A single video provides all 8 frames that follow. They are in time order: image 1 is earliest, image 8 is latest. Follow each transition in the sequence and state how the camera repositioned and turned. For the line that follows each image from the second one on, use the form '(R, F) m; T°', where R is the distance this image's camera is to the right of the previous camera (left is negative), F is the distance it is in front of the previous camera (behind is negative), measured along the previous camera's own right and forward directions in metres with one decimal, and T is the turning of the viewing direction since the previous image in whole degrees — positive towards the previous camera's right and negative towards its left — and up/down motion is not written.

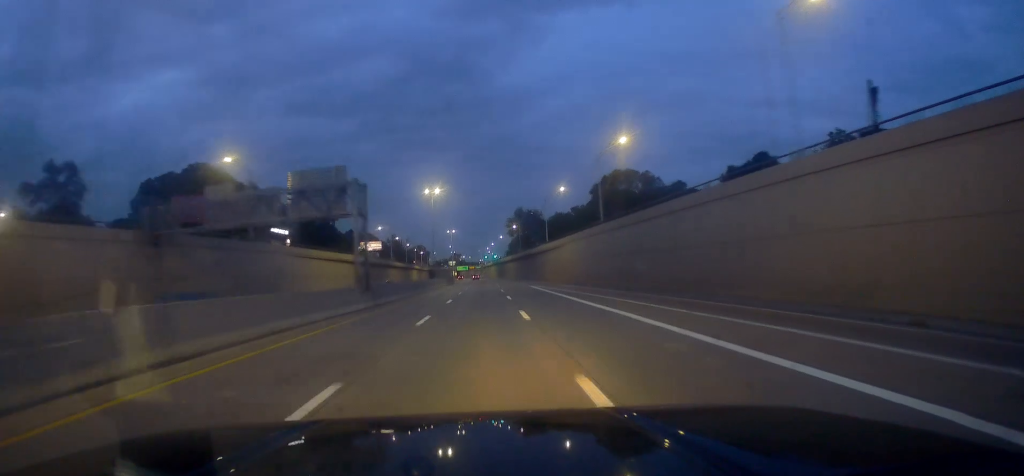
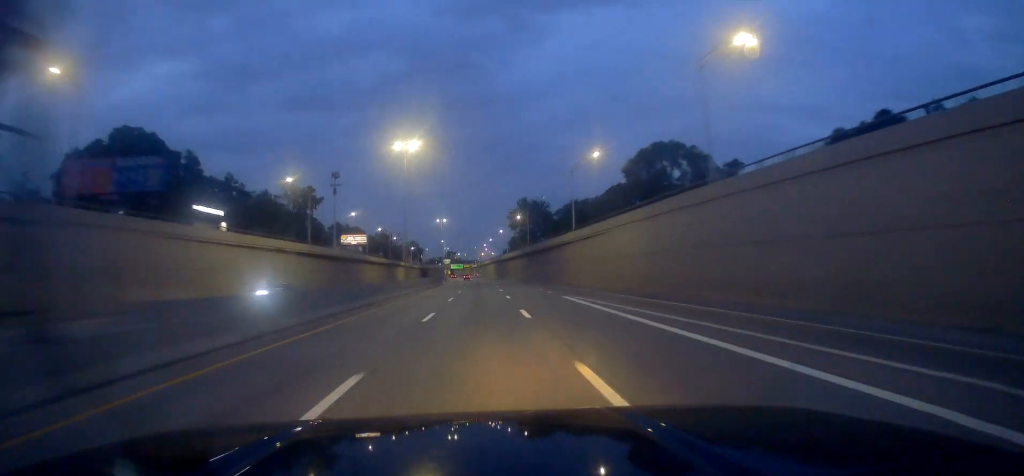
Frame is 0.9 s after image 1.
(+0.3, +29.2) m; +1°
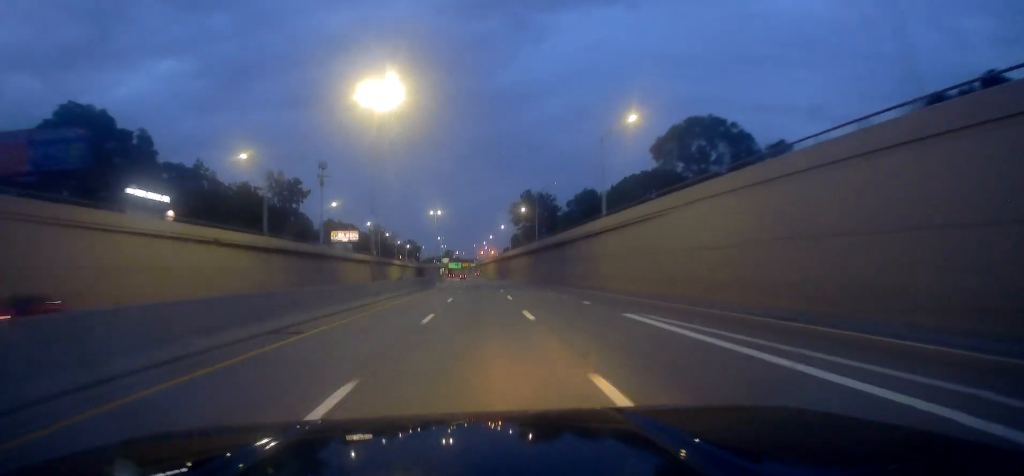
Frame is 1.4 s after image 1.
(0.0, +16.3) m; 0°
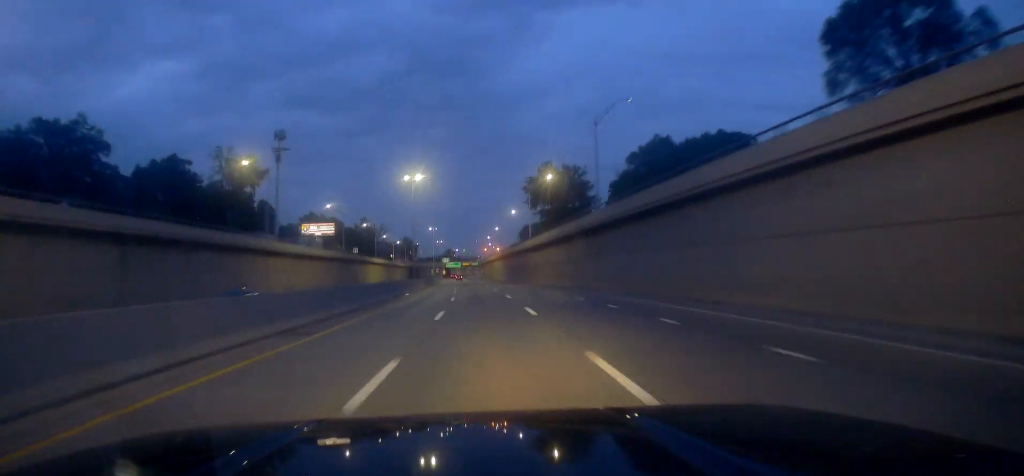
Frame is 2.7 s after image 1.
(+0.2, +43.3) m; -1°
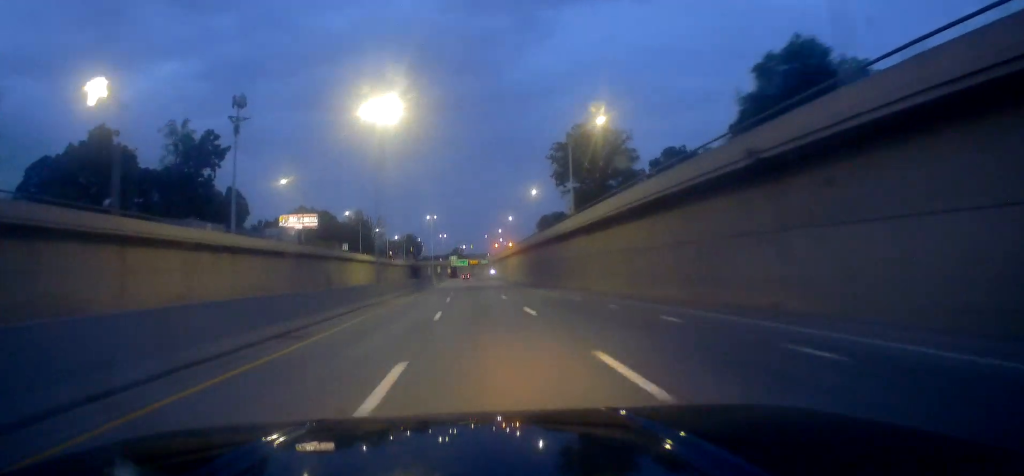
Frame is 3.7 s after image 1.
(-0.8, +30.4) m; 0°
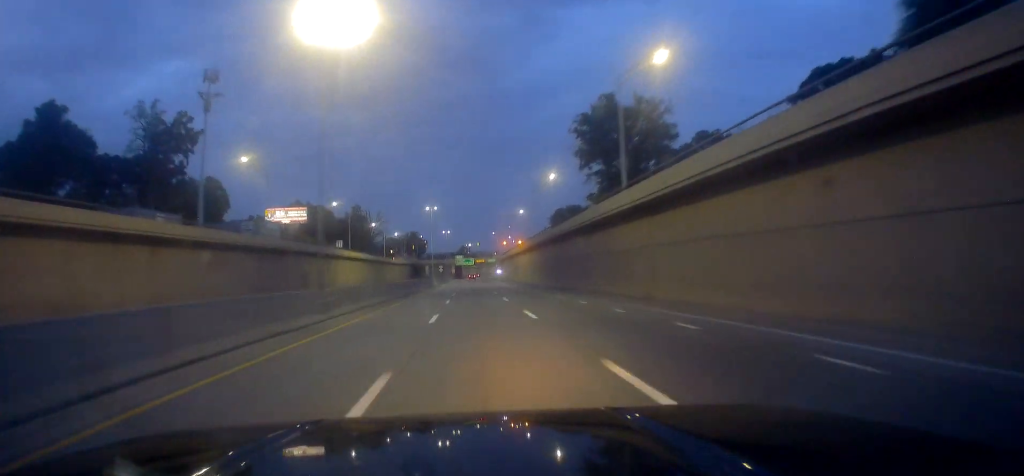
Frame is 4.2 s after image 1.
(+0.5, +16.2) m; 0°
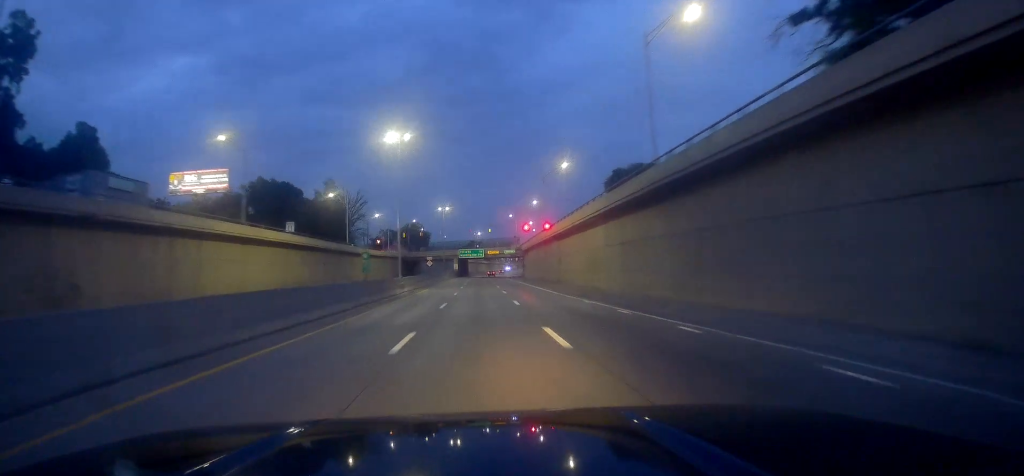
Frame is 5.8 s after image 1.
(-0.6, +53.3) m; -1°
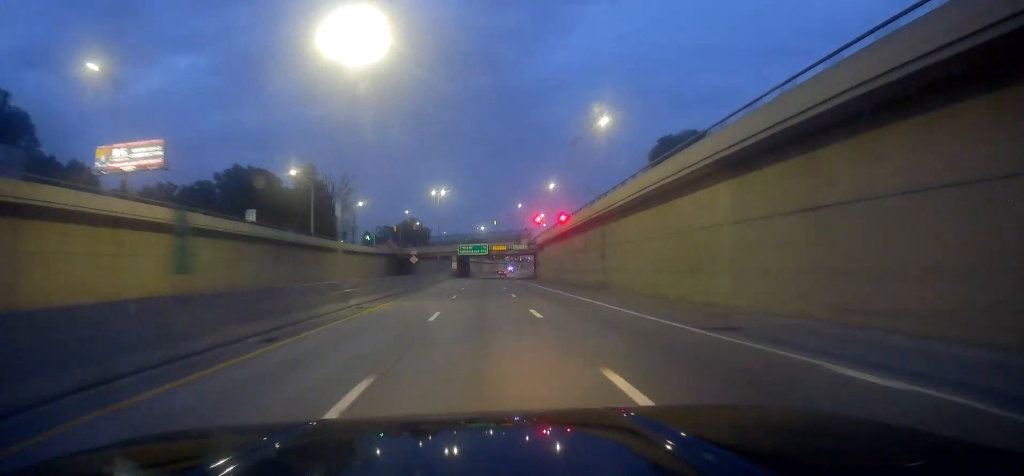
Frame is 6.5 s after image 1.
(+0.2, +23.0) m; 0°
